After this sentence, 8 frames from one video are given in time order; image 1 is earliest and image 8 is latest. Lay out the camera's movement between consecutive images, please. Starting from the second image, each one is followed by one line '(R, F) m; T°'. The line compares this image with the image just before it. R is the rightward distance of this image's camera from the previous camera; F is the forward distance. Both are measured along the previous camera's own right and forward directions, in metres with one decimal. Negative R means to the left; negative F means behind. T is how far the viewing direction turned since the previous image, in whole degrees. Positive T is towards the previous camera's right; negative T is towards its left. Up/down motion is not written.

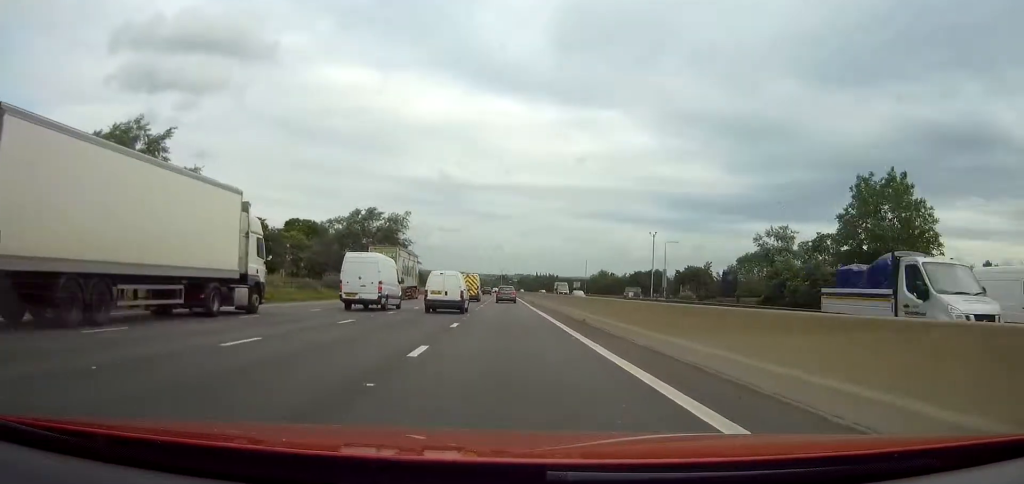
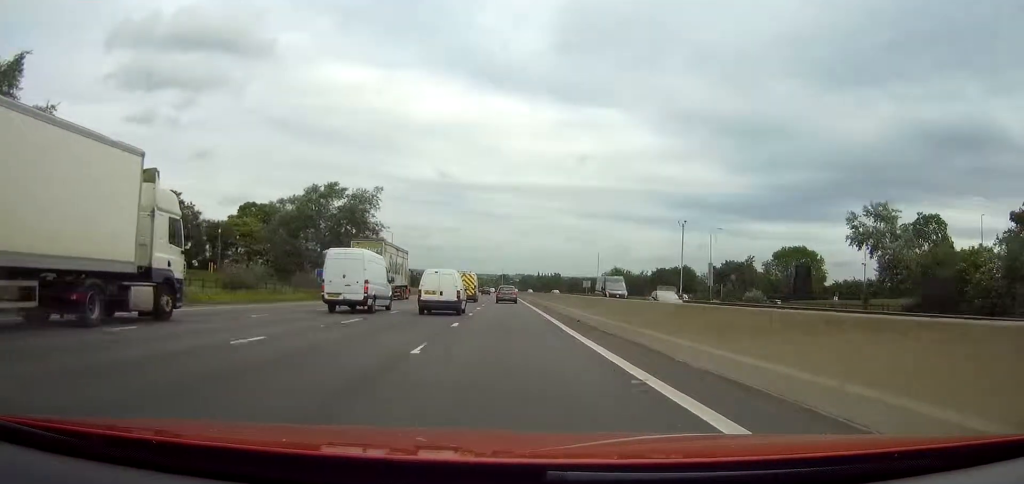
(0.0, +26.2) m; 0°
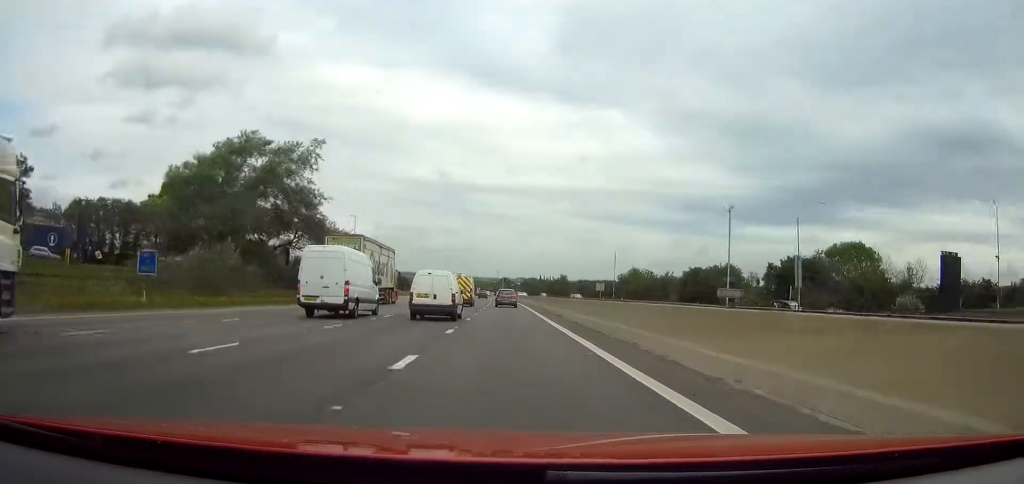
(-0.1, +28.4) m; 0°
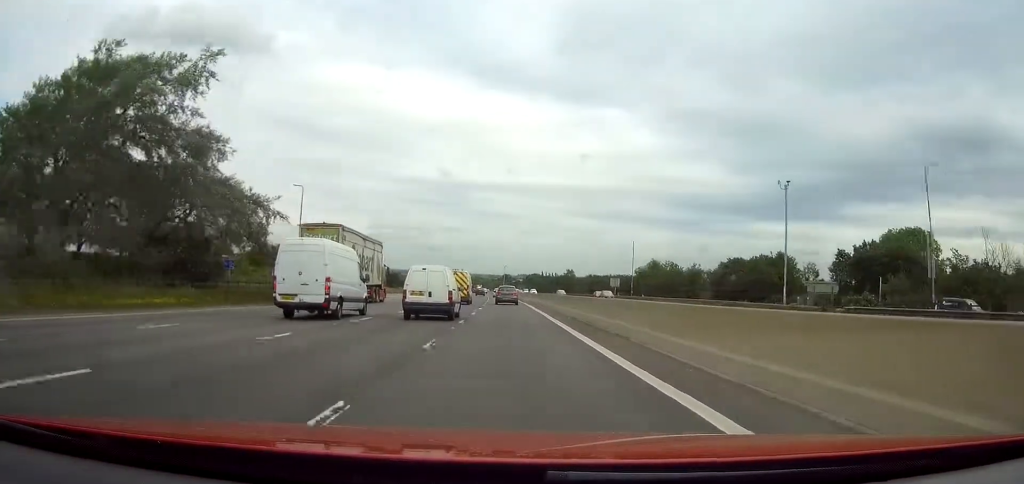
(-0.1, +22.4) m; 0°
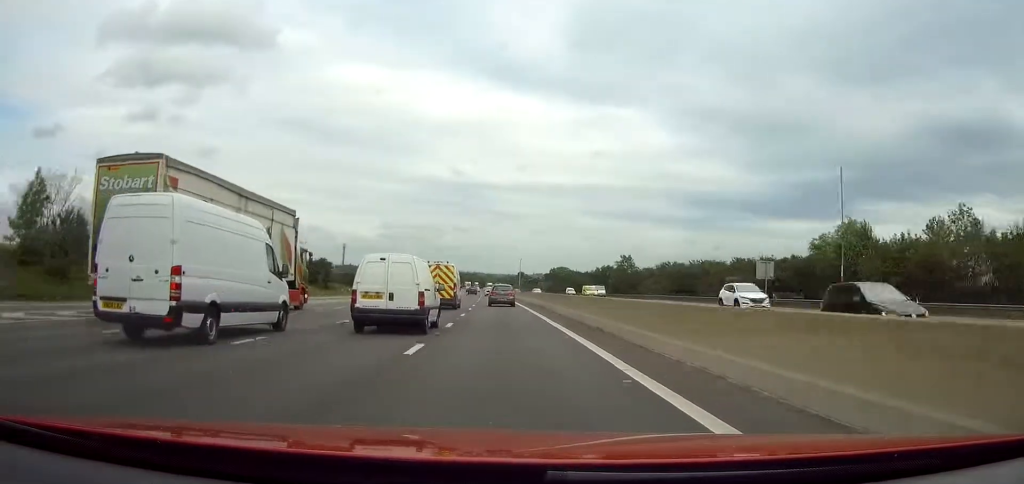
(-0.5, +87.7) m; -1°
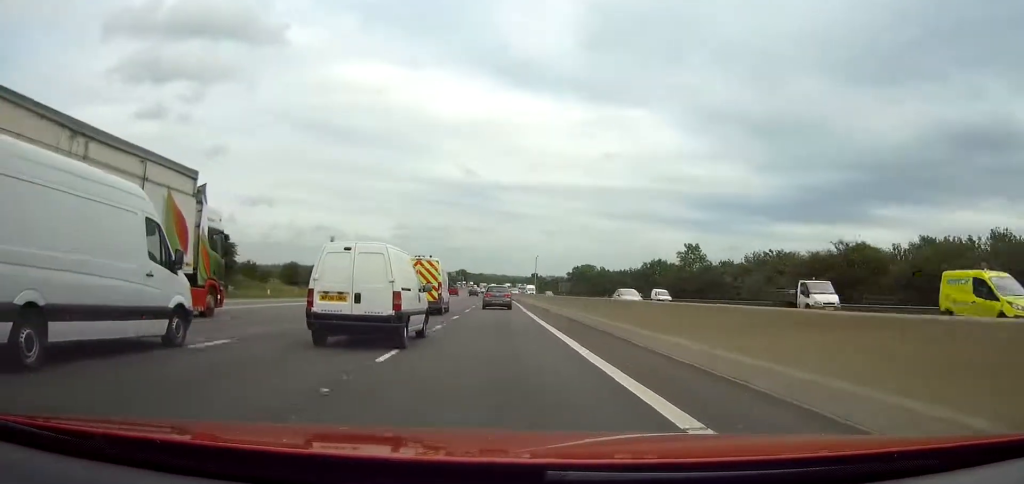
(-0.3, +43.3) m; -1°
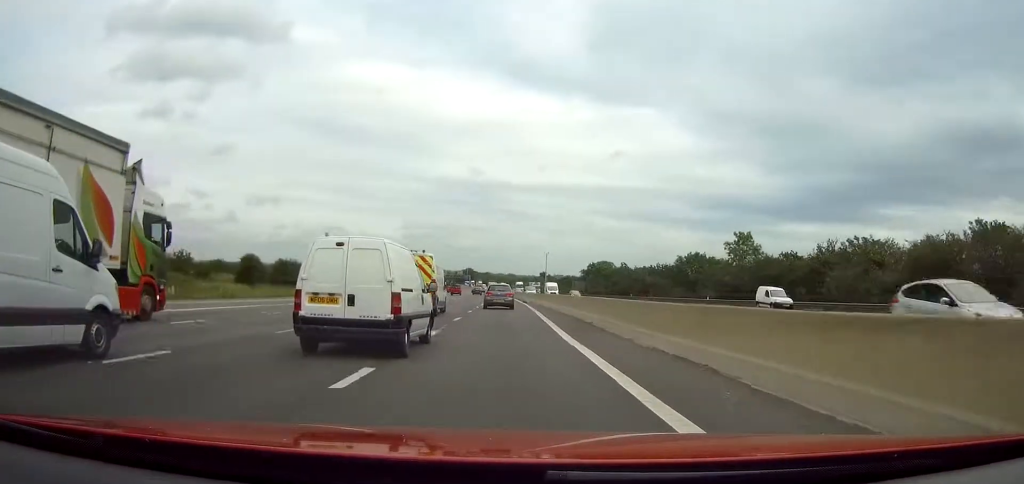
(-0.1, +19.4) m; 0°
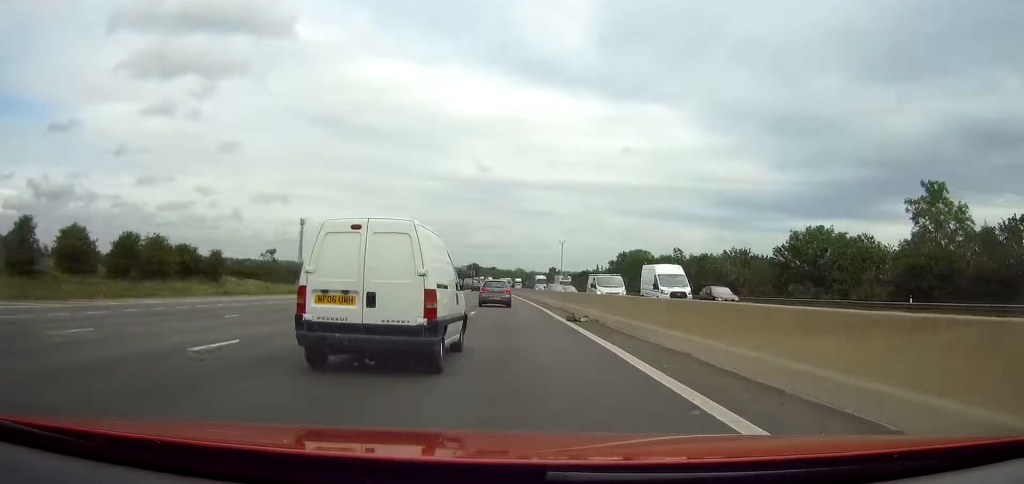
(-0.3, +39.8) m; -1°
